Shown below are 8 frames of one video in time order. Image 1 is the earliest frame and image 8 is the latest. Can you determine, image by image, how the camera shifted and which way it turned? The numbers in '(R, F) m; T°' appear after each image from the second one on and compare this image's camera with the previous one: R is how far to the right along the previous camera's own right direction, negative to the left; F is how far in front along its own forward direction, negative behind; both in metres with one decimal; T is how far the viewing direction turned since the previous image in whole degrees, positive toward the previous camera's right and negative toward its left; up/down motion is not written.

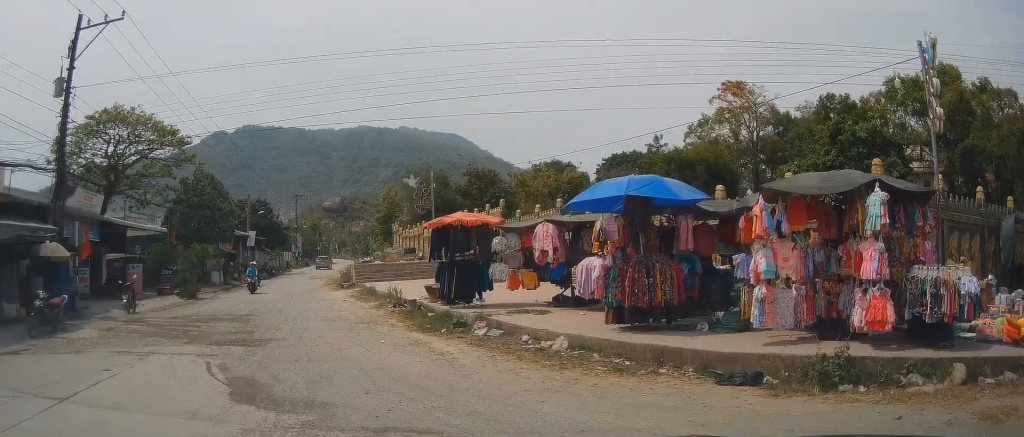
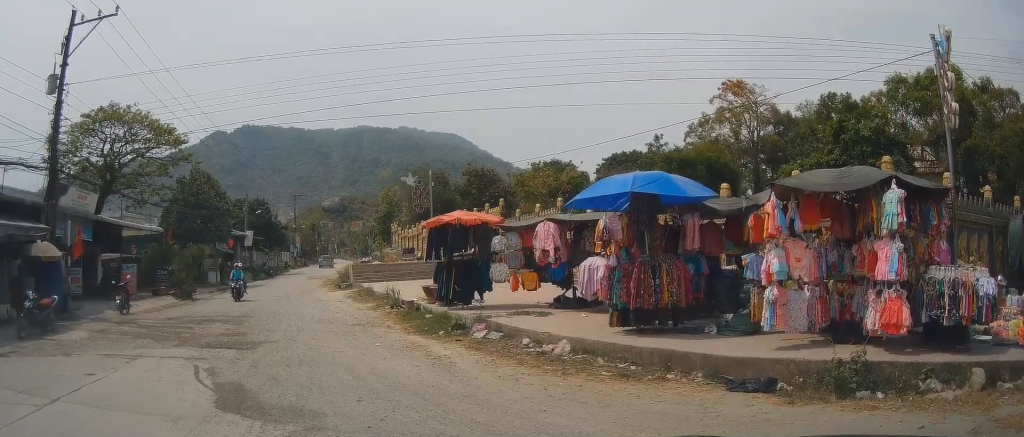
(+0.1, +0.6) m; 0°
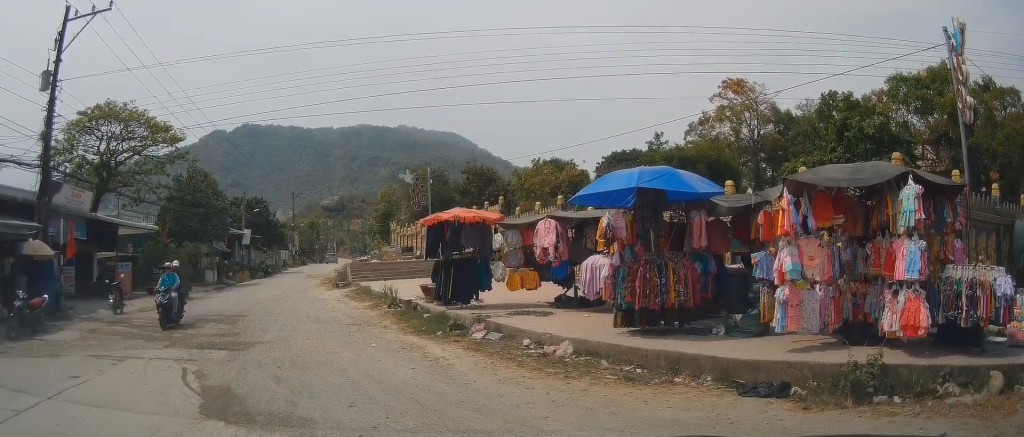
(+0.3, +0.3) m; 0°
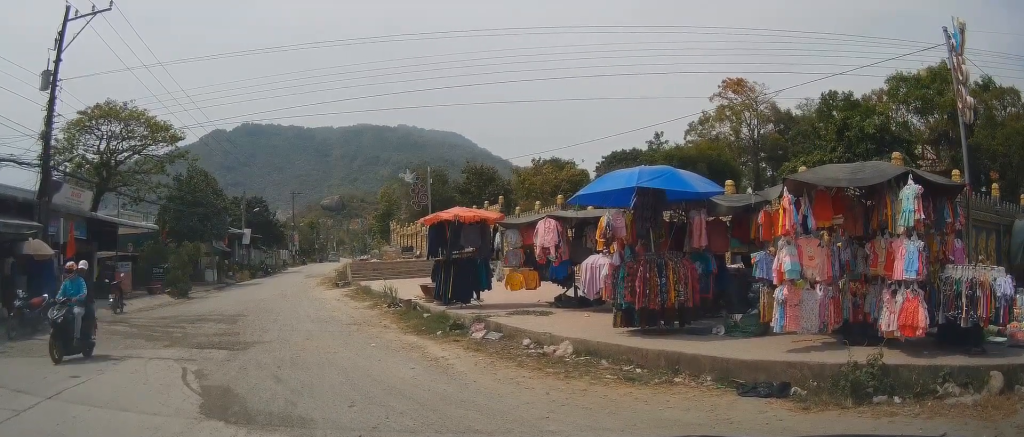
(0.0, 0.0) m; 0°
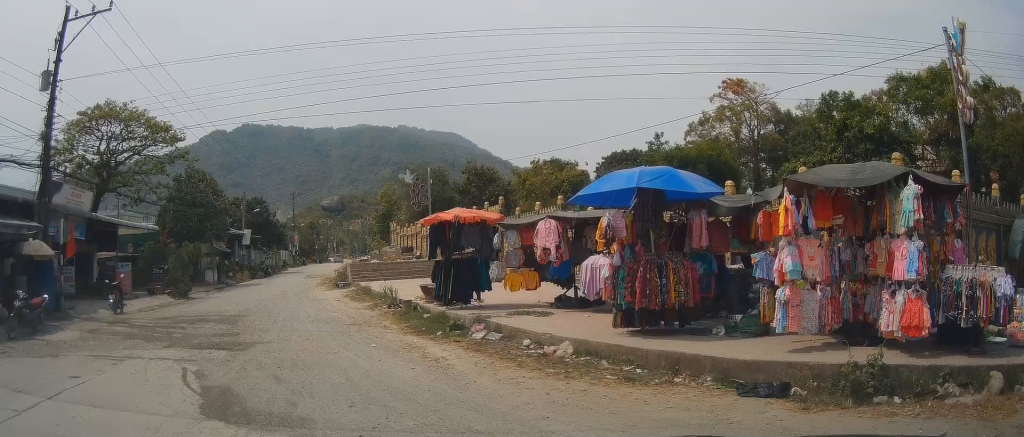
(0.0, 0.0) m; 0°
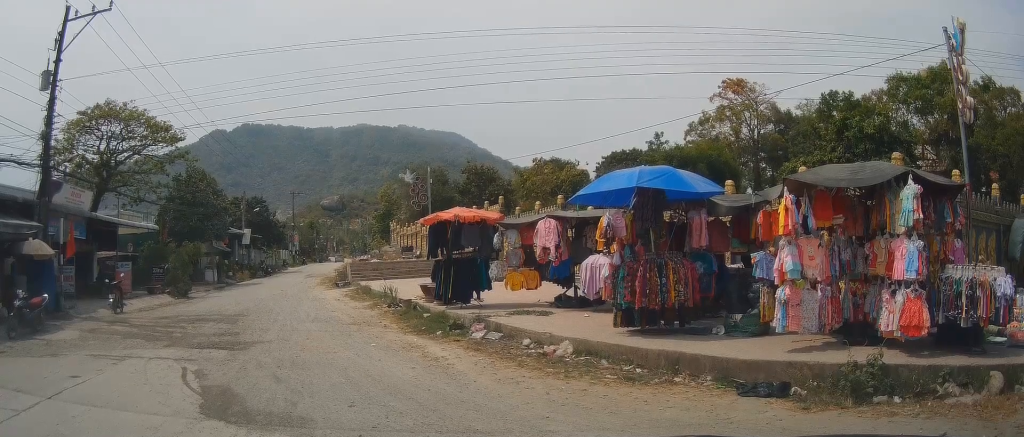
(0.0, 0.0) m; 0°
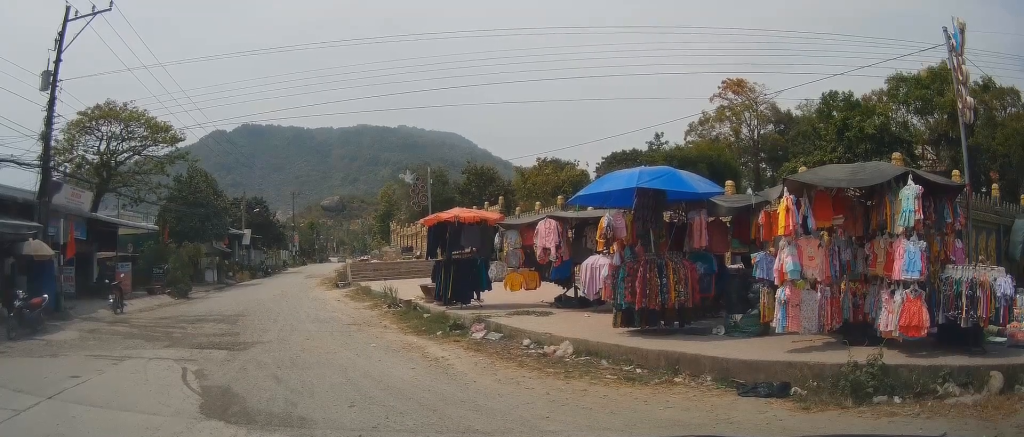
(0.0, 0.0) m; 0°
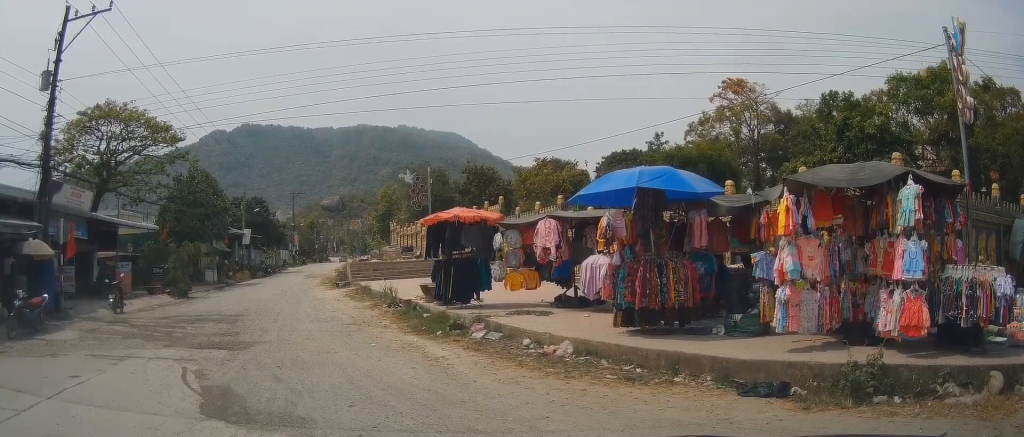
(0.0, 0.0) m; 0°
